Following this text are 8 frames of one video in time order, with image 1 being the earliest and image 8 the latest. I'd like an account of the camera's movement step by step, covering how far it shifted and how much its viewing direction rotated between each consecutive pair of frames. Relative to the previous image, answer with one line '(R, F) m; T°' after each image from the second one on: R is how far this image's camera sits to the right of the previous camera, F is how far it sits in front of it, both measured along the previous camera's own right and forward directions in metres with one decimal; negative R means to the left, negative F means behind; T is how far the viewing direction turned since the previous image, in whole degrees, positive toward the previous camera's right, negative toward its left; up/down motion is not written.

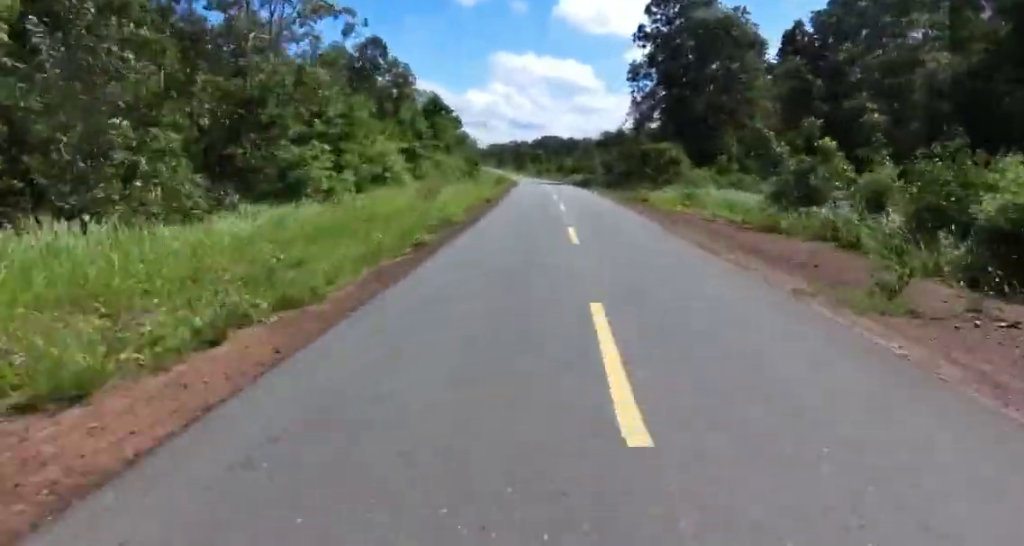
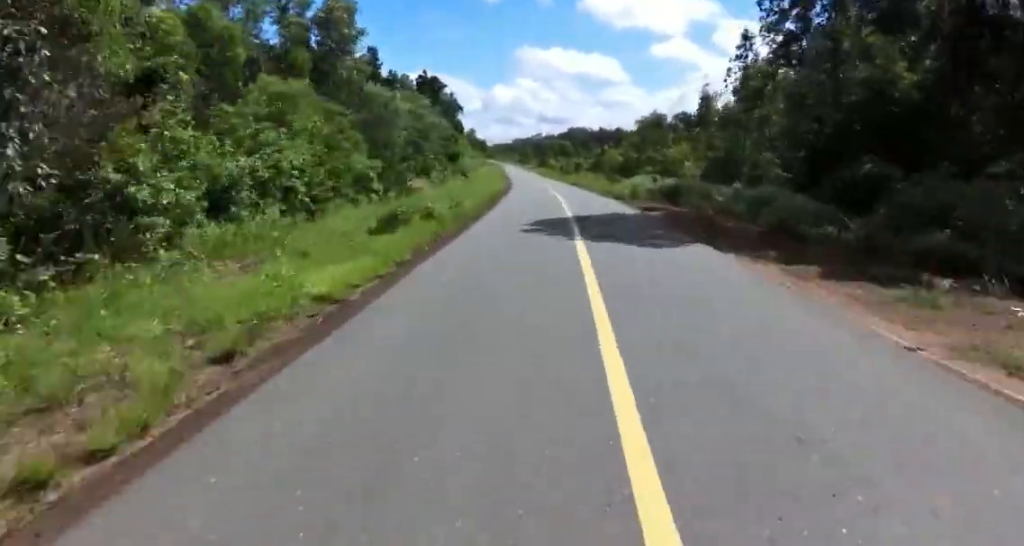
(0.0, +42.9) m; -1°
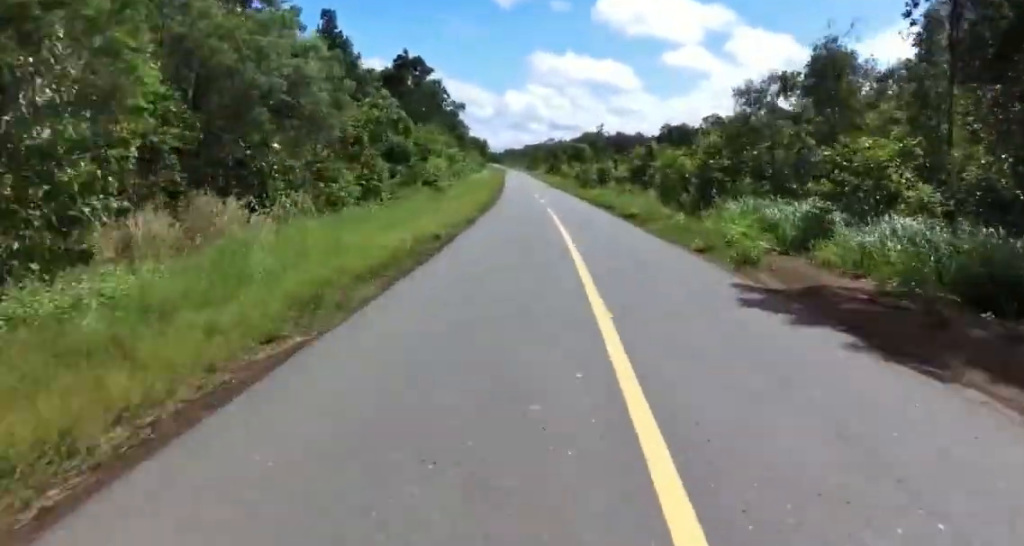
(-0.3, +25.1) m; -3°
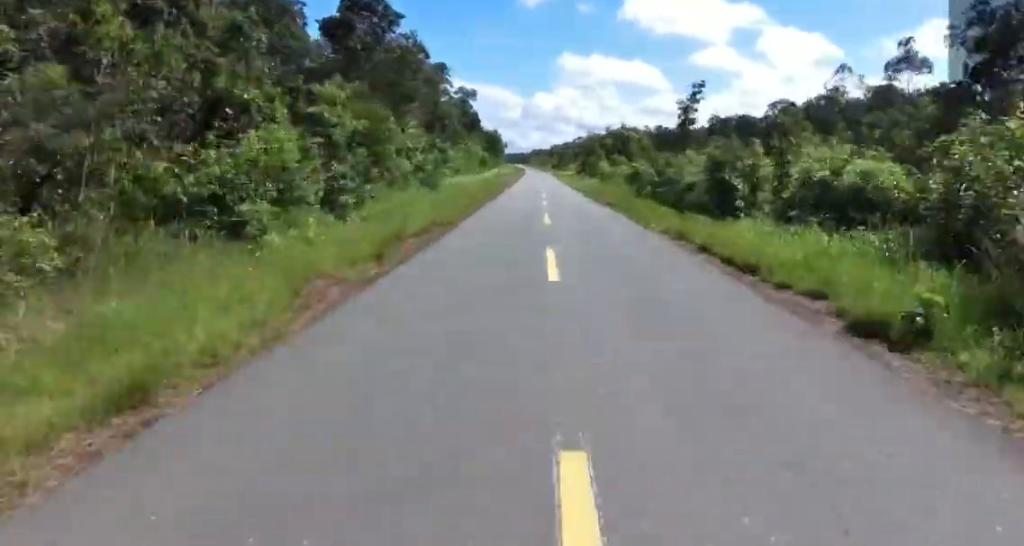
(-1.3, +31.8) m; -3°
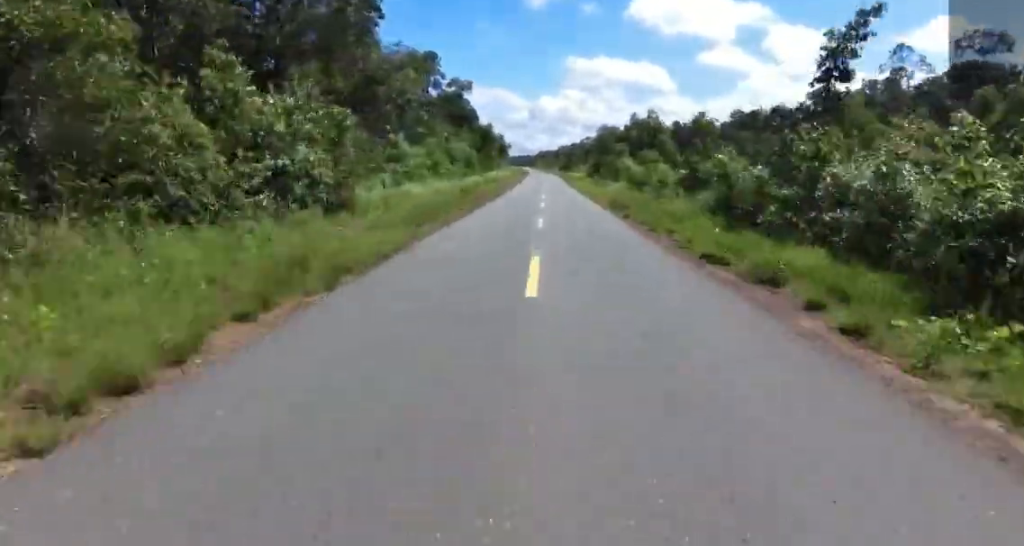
(-0.2, +16.9) m; -1°
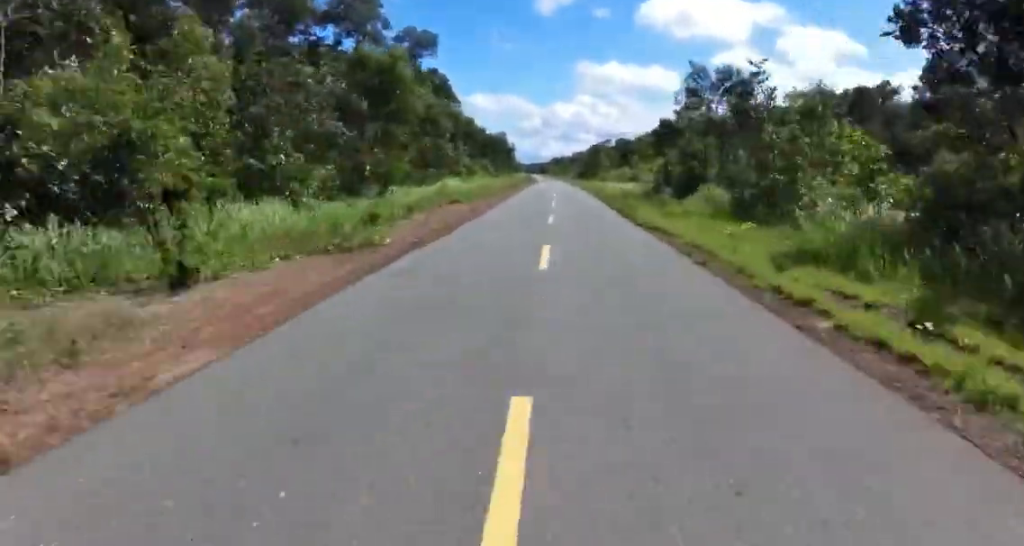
(-0.1, +50.9) m; 0°
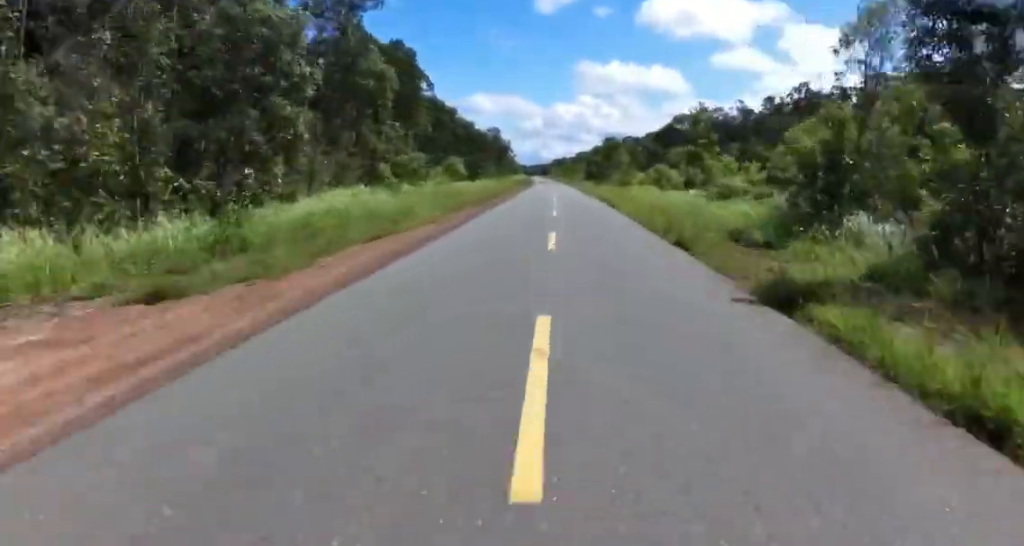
(0.0, +22.6) m; -1°
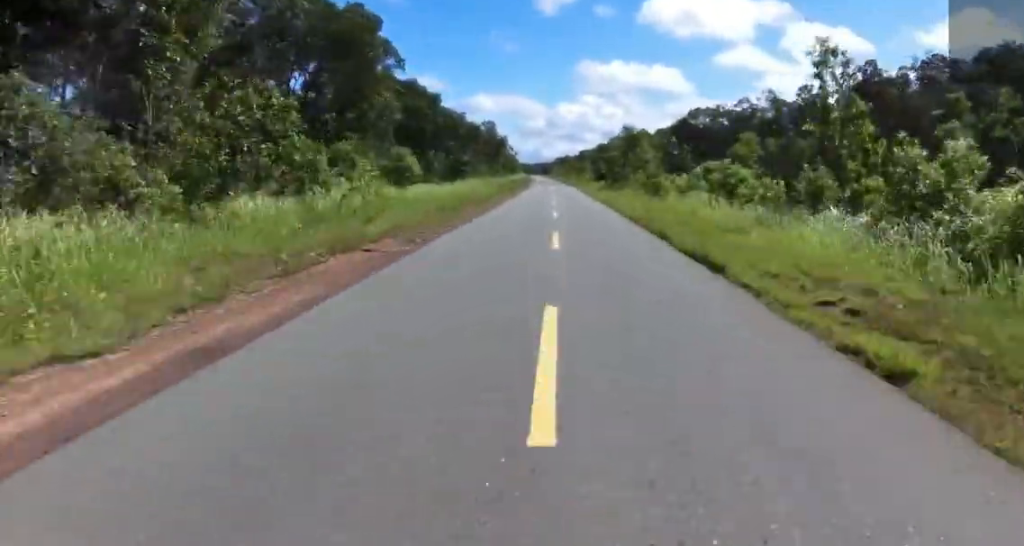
(0.0, +16.8) m; 0°
